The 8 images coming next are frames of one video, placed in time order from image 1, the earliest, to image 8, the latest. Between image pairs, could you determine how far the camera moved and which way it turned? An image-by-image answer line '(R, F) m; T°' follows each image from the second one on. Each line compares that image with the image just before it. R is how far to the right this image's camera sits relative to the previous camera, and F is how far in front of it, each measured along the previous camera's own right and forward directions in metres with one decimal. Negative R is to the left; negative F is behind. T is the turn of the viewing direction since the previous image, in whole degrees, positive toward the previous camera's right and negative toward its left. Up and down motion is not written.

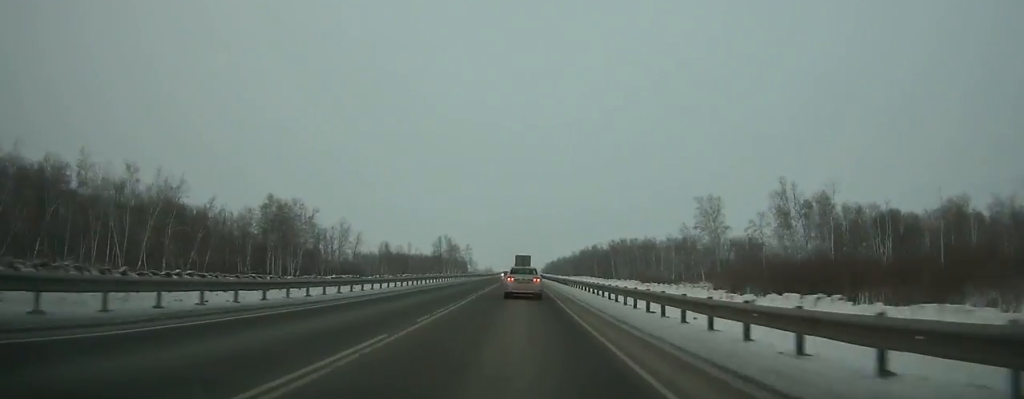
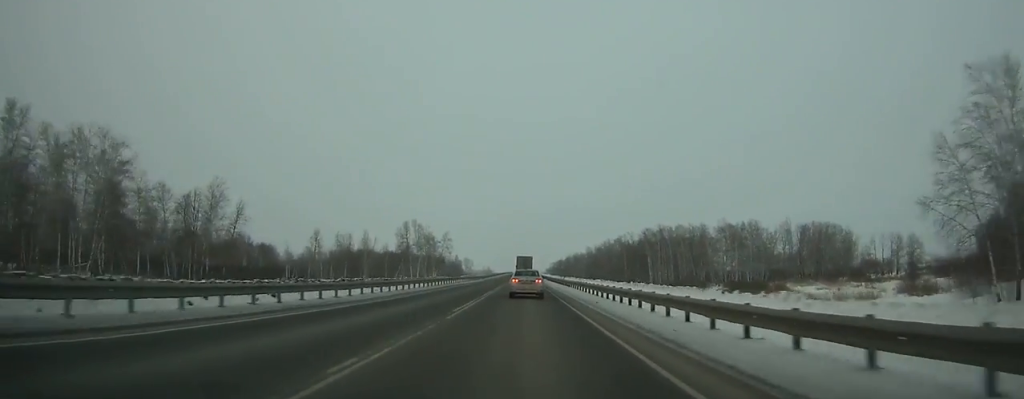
(-0.3, +79.0) m; 0°
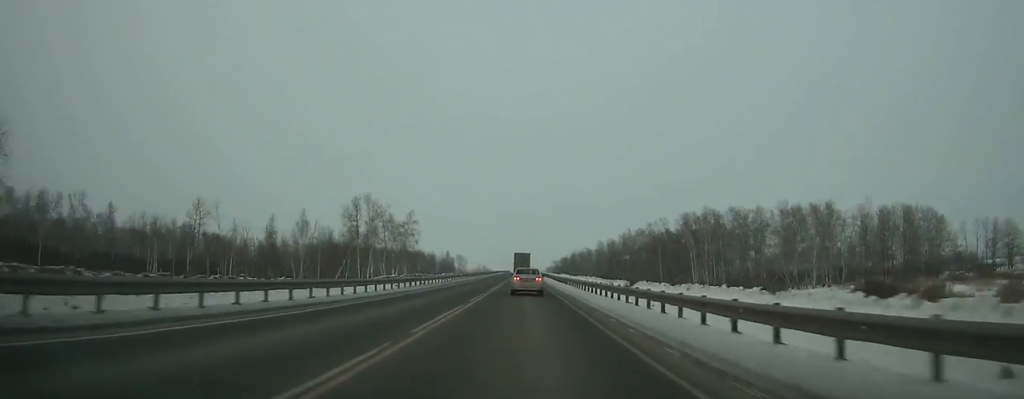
(+0.3, +55.8) m; 0°
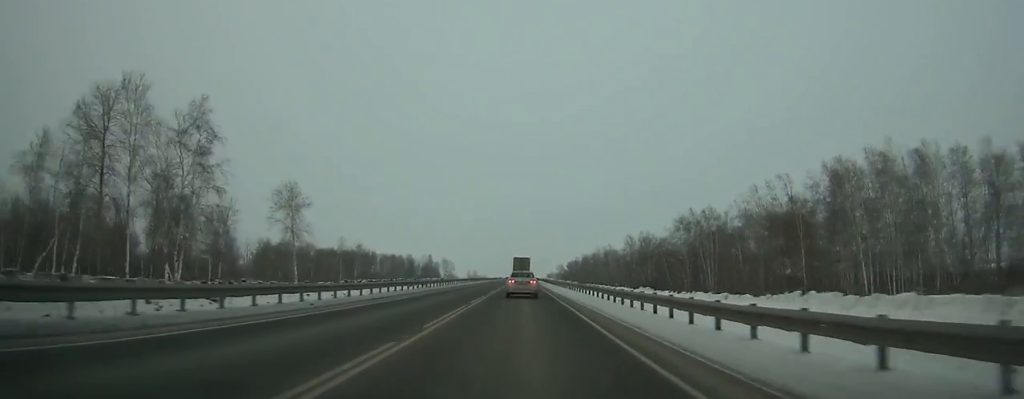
(-0.1, +82.2) m; 0°
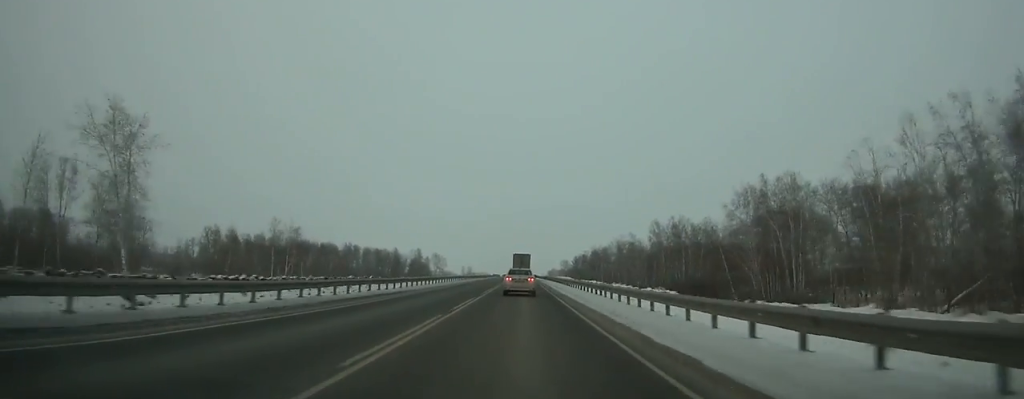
(-0.1, +41.5) m; 0°
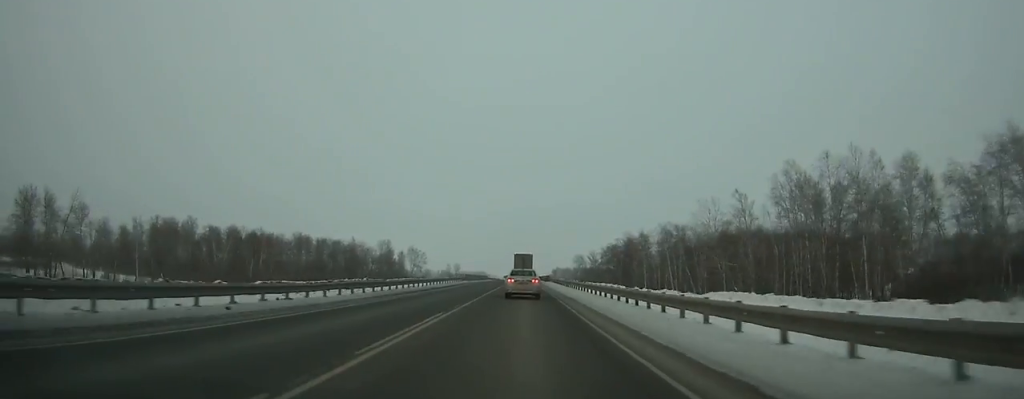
(+0.4, +81.1) m; +1°
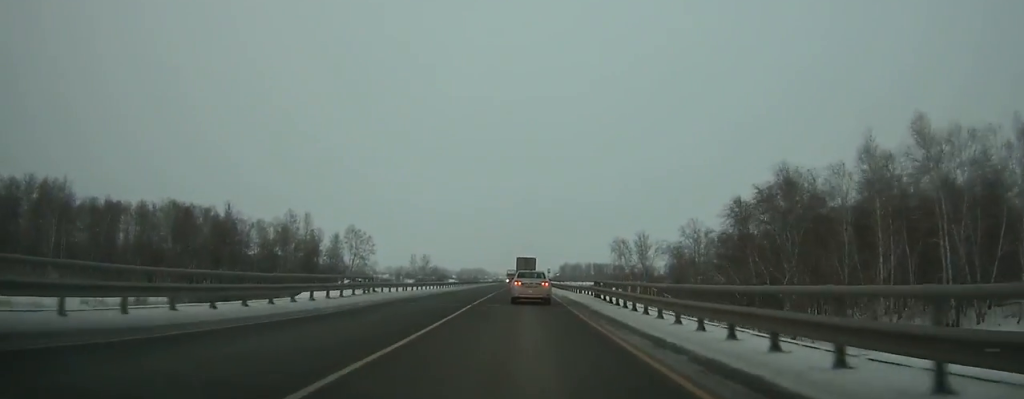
(0.0, +106.7) m; 0°
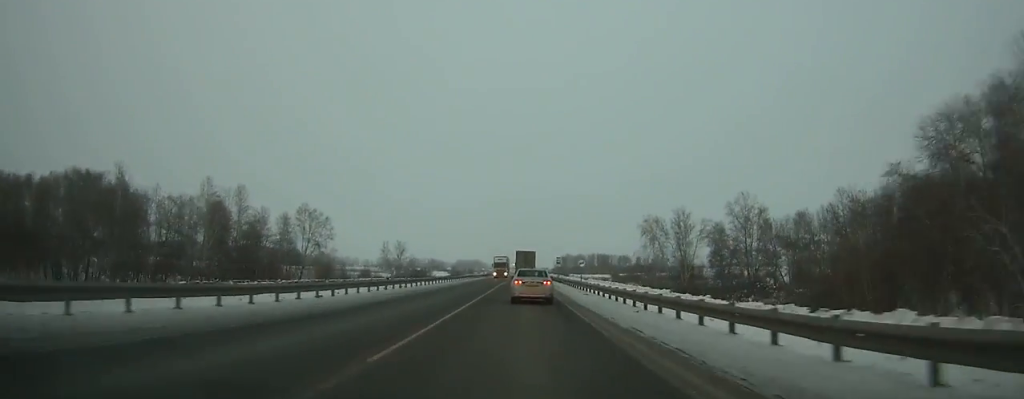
(0.0, +40.9) m; 0°
